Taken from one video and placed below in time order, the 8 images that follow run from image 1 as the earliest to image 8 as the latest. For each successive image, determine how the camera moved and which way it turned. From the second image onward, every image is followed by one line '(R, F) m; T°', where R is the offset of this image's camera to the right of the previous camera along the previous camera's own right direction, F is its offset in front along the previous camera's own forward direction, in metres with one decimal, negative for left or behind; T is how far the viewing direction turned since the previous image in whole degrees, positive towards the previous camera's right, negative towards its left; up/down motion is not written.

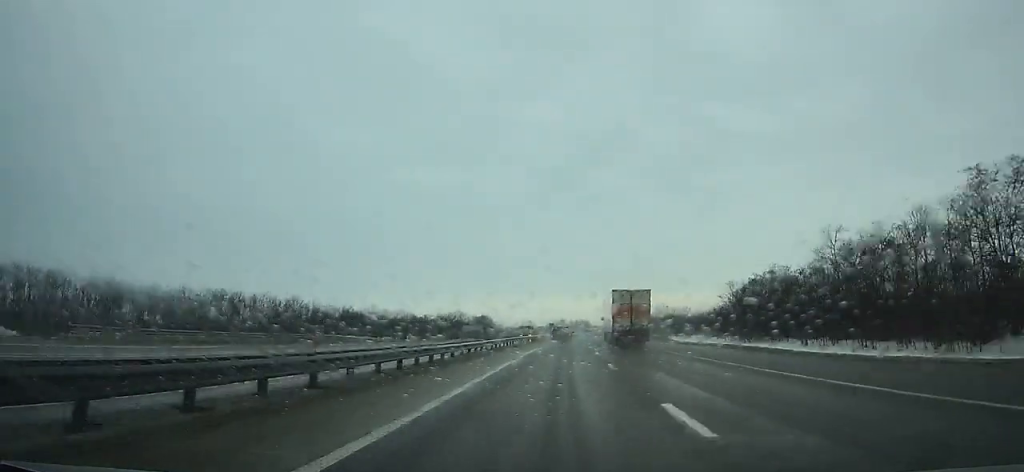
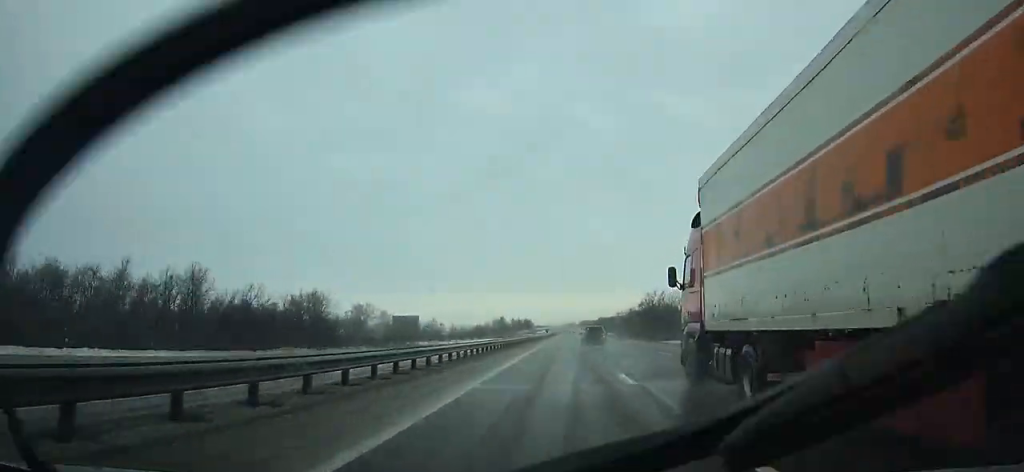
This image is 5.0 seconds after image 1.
(+5.7, +125.3) m; +4°
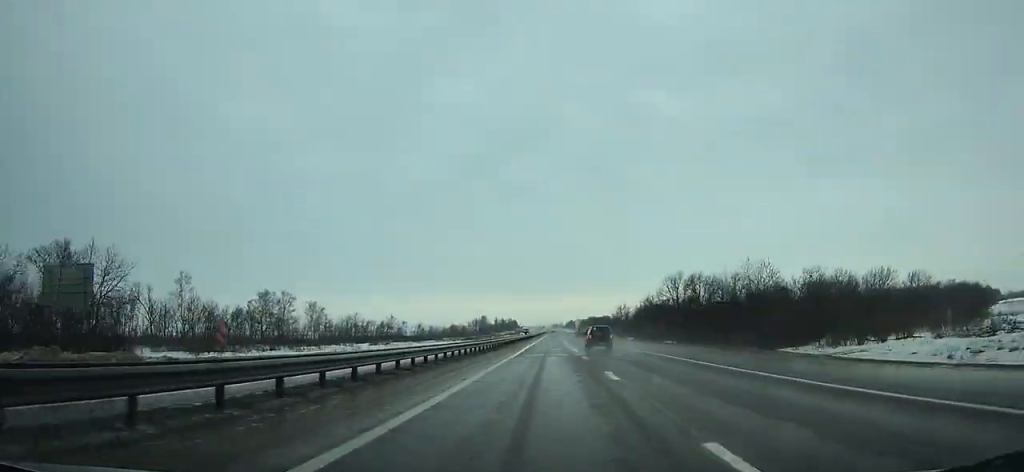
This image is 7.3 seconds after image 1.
(+0.7, +58.4) m; +1°
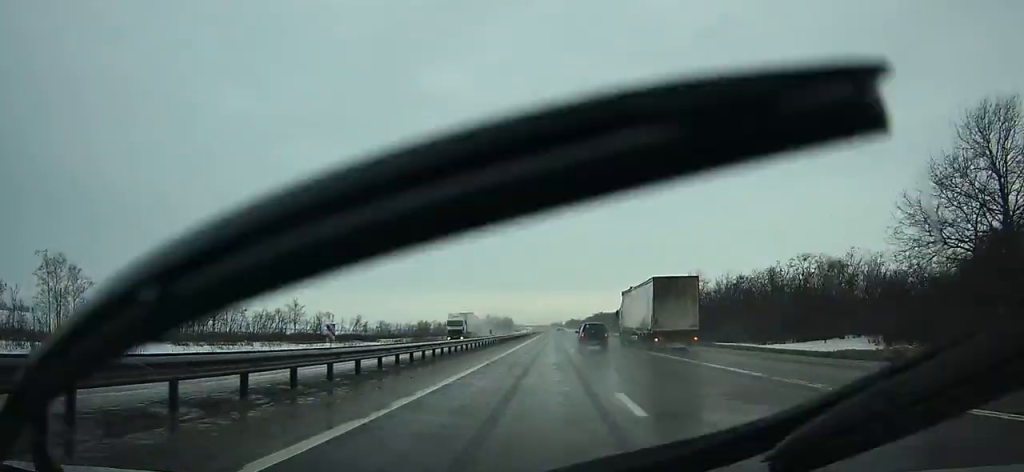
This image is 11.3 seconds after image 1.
(+0.7, +101.2) m; +1°
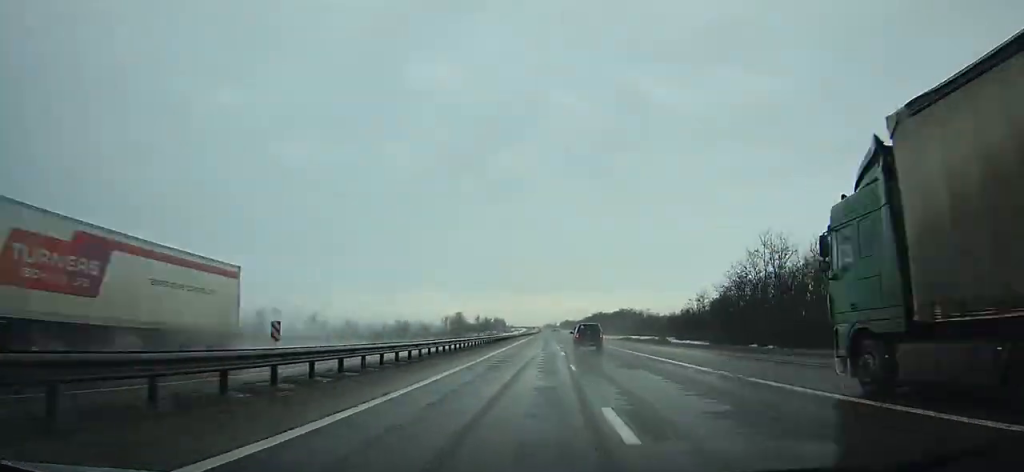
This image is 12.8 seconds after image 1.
(-0.1, +37.5) m; 0°
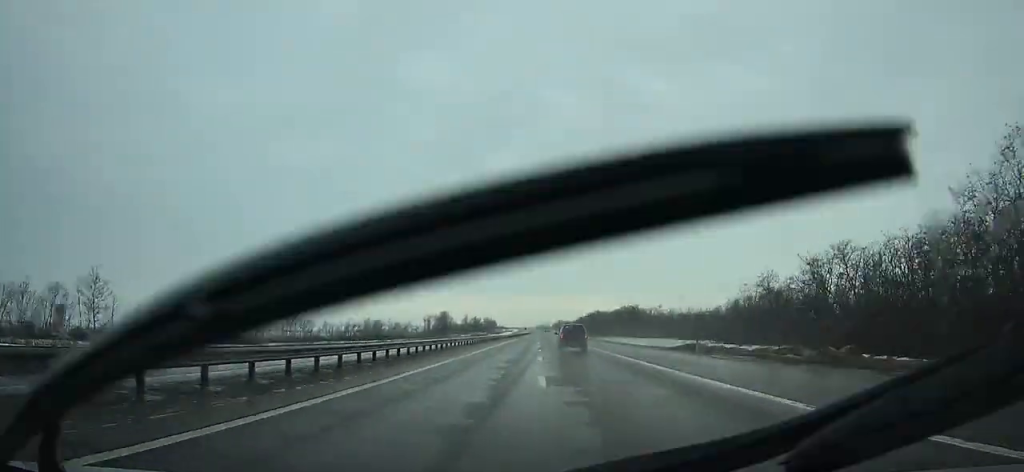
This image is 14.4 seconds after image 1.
(+0.4, +39.1) m; 0°
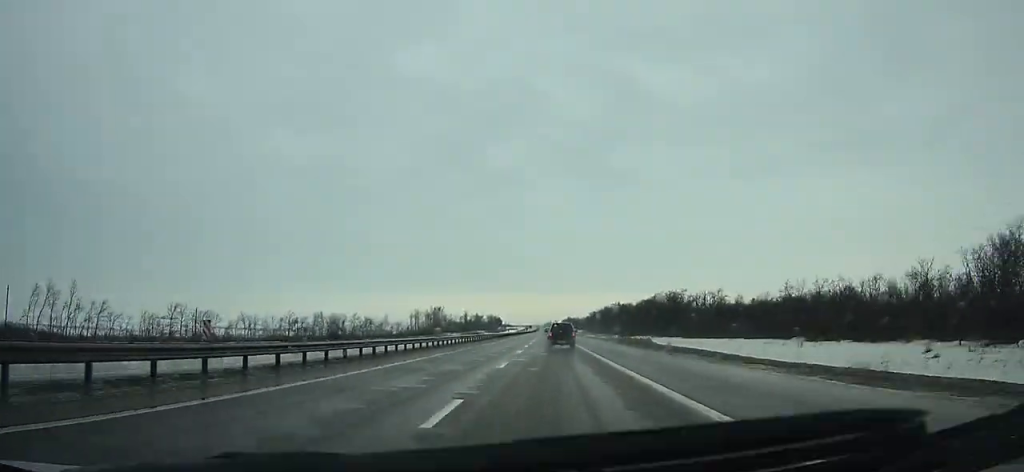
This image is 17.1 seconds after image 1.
(+0.1, +64.8) m; 0°
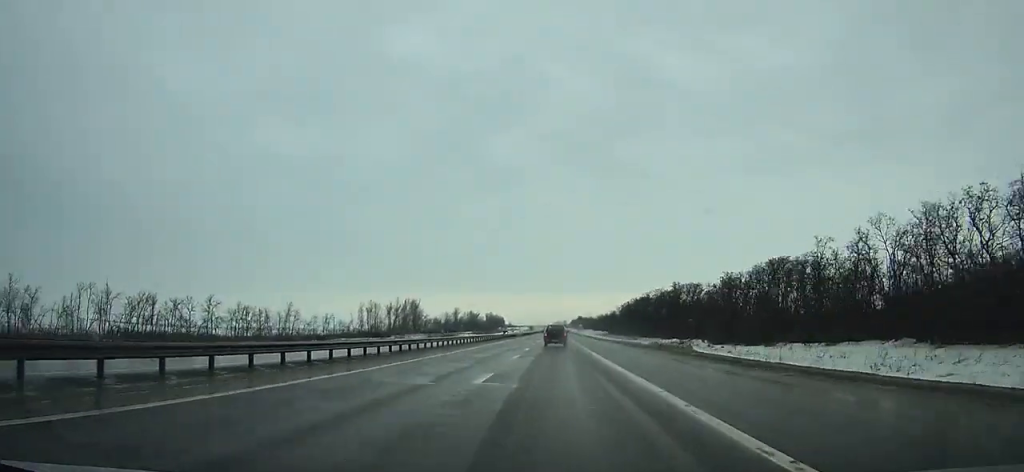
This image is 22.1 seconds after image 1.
(-1.0, +115.1) m; -1°
